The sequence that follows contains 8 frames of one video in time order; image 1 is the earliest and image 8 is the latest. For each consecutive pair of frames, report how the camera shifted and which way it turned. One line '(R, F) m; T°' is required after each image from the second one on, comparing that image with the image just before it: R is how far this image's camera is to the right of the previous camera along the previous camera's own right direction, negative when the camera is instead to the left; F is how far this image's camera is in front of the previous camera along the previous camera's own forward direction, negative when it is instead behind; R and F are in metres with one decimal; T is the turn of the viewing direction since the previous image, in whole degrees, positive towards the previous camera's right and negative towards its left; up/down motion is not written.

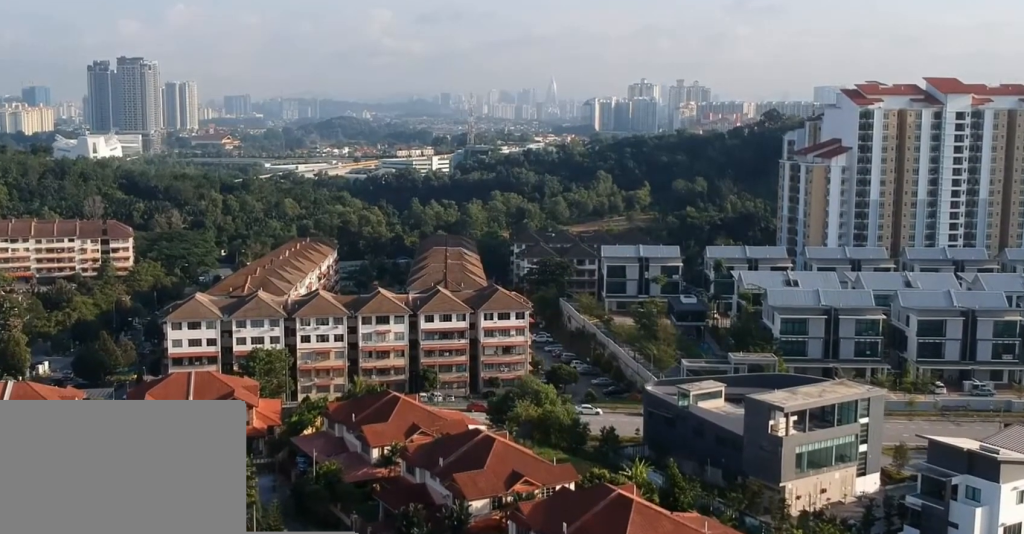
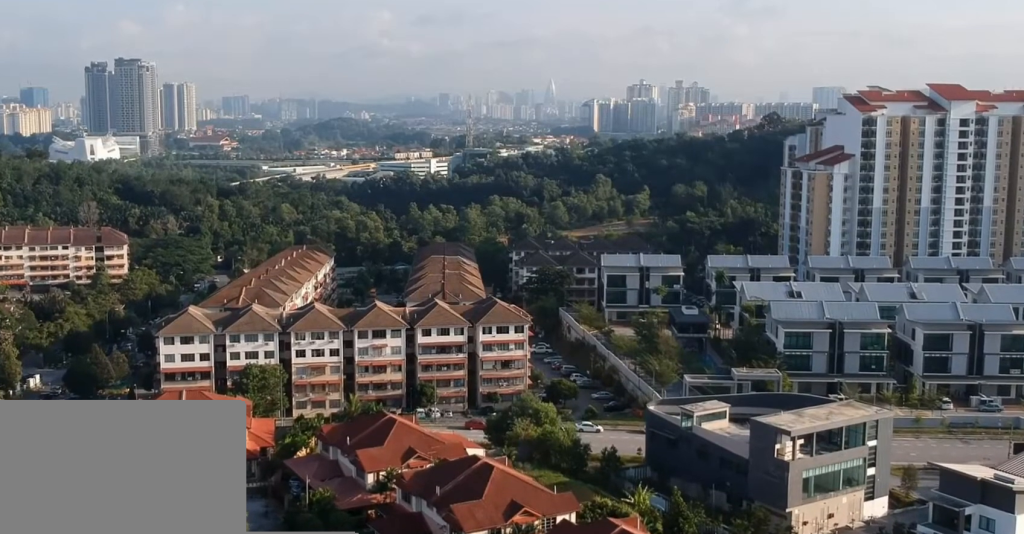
(0.0, +3.8) m; -1°
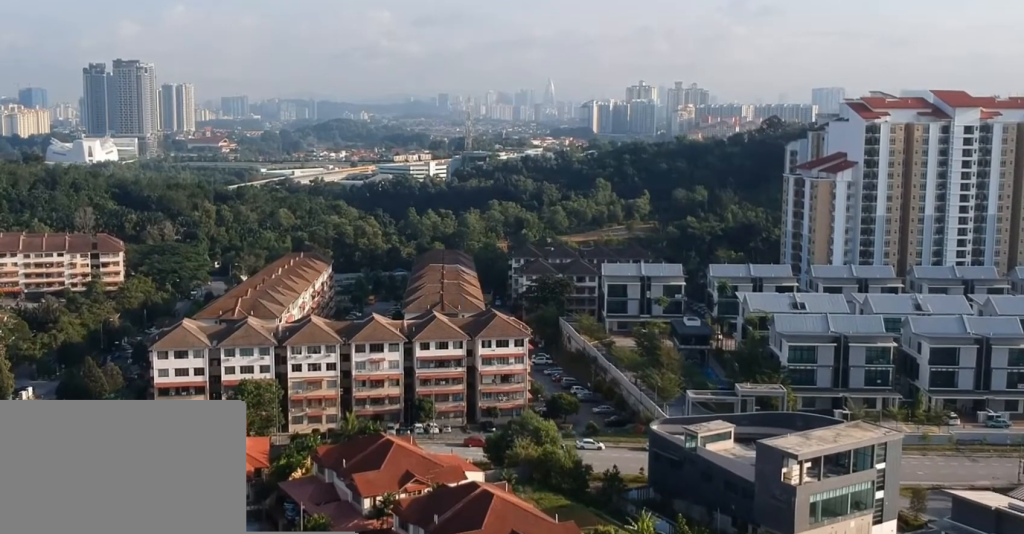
(0.0, +3.4) m; -2°
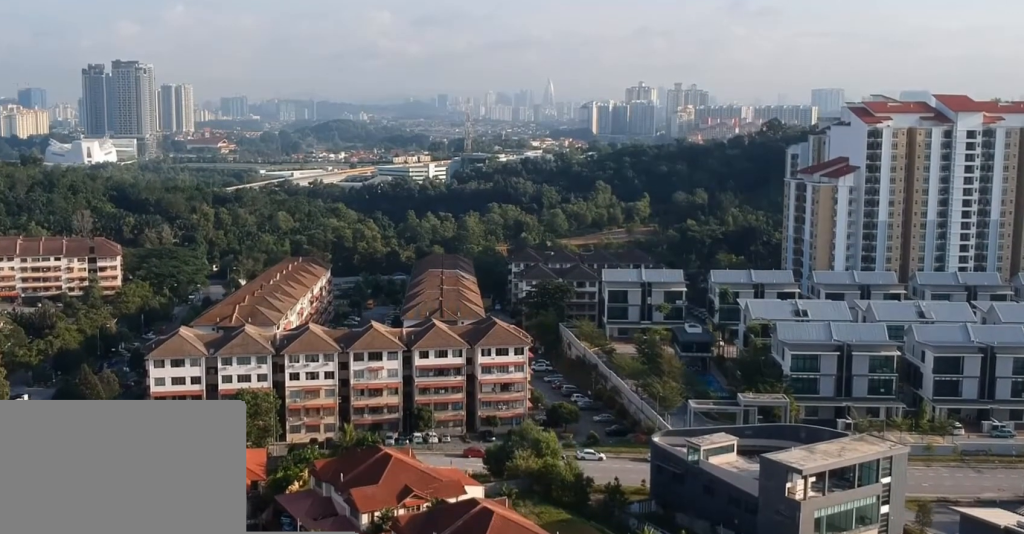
(0.0, +2.1) m; -1°
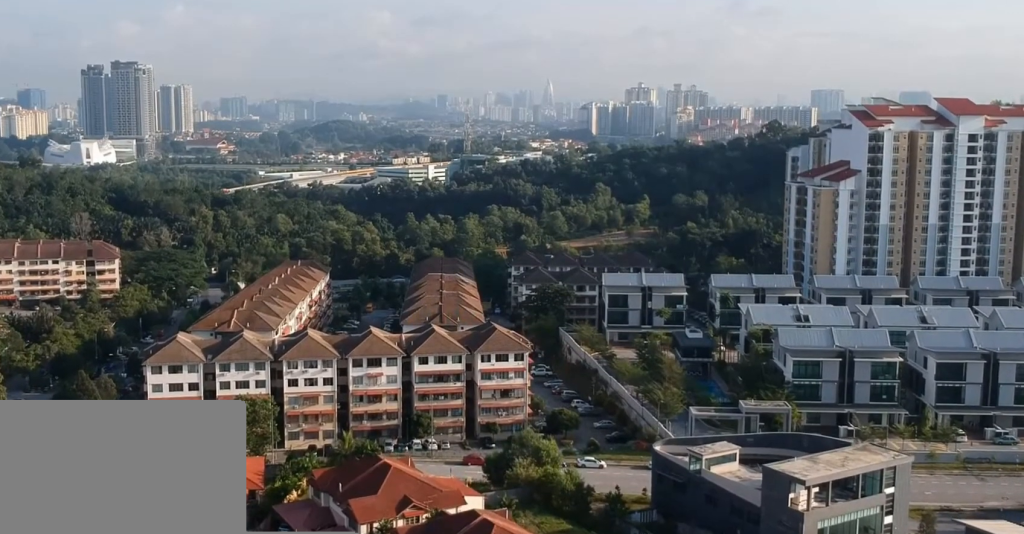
(0.0, +1.4) m; -1°
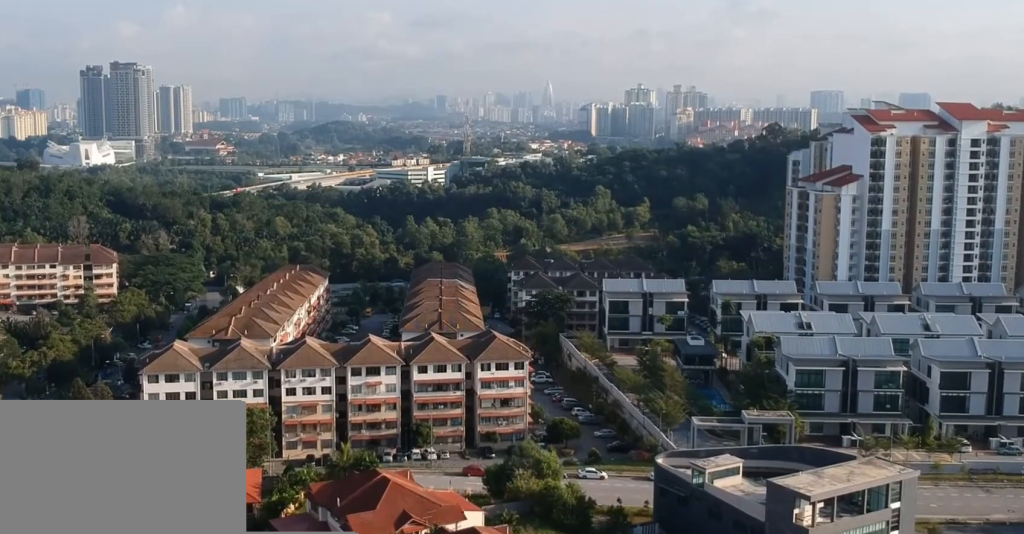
(0.0, +2.2) m; +1°
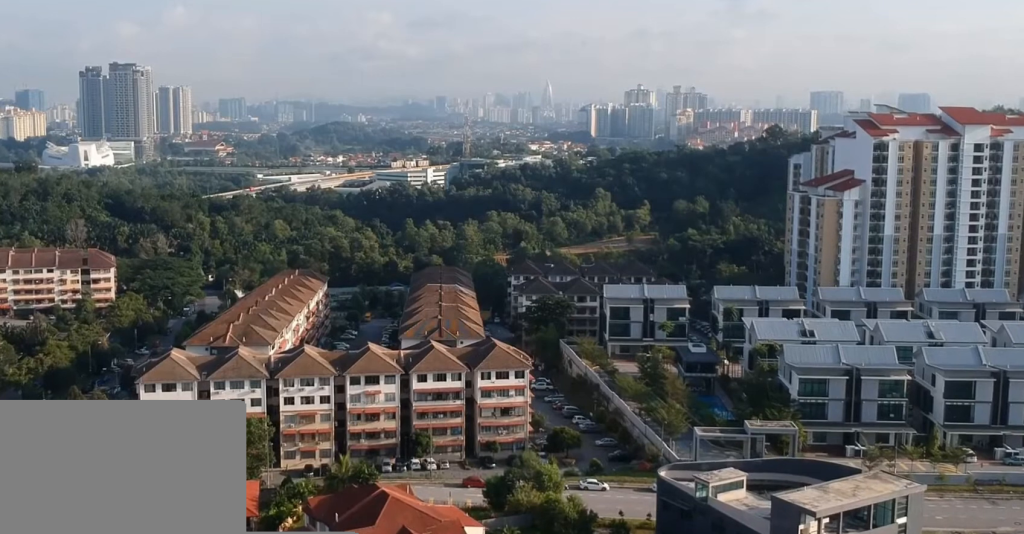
(0.0, +2.2) m; 0°
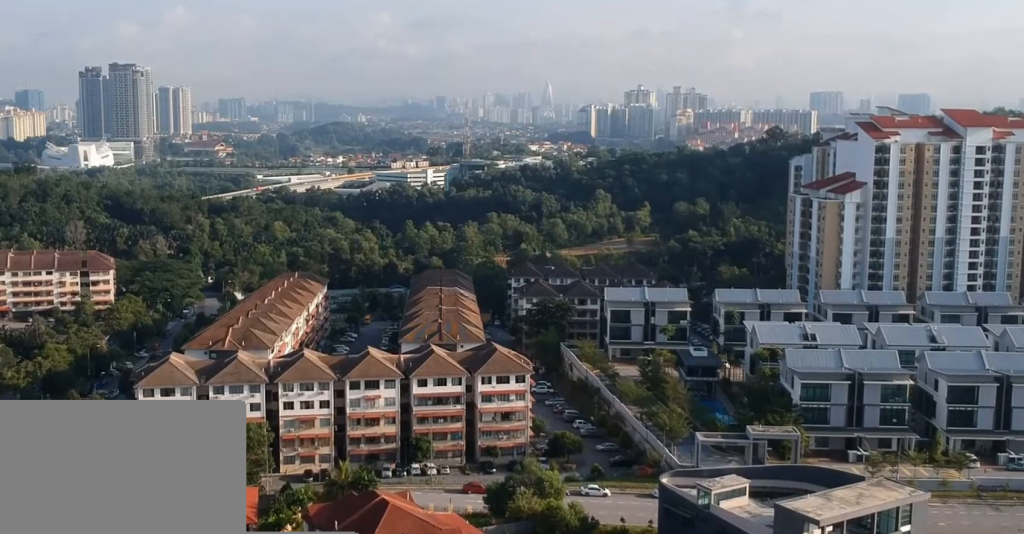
(0.0, +1.1) m; 0°
